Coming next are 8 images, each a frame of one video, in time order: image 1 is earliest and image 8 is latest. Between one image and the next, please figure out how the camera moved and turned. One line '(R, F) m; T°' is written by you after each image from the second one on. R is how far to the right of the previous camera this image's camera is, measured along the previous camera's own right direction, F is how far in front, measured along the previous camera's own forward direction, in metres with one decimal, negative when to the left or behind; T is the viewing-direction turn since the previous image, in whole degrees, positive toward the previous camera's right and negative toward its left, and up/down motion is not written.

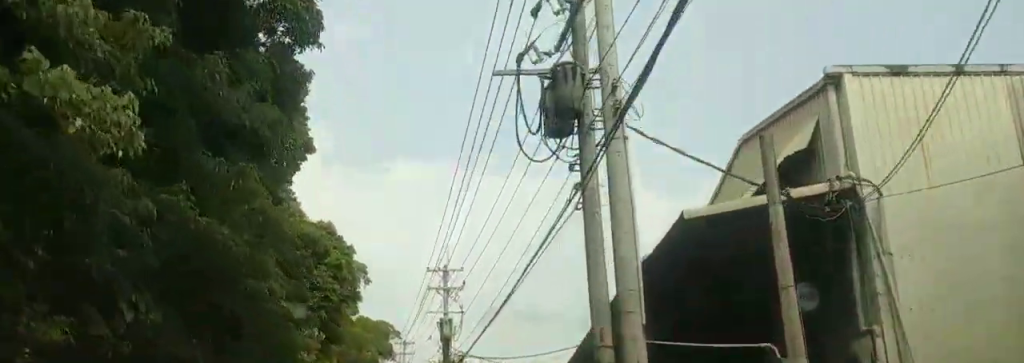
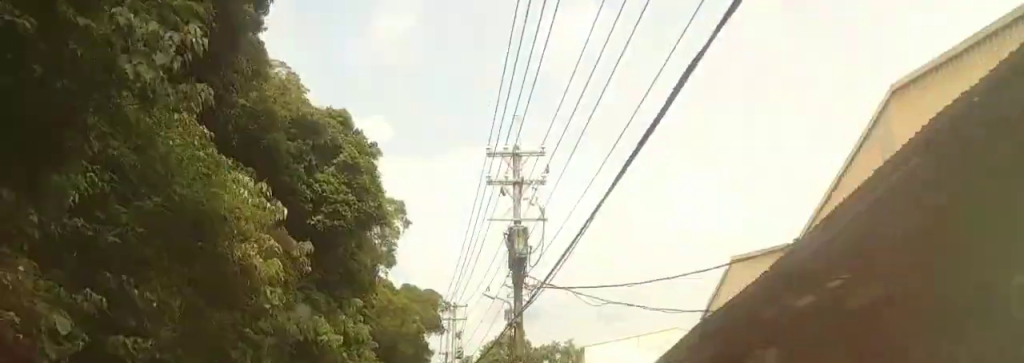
(-0.6, +14.3) m; -1°
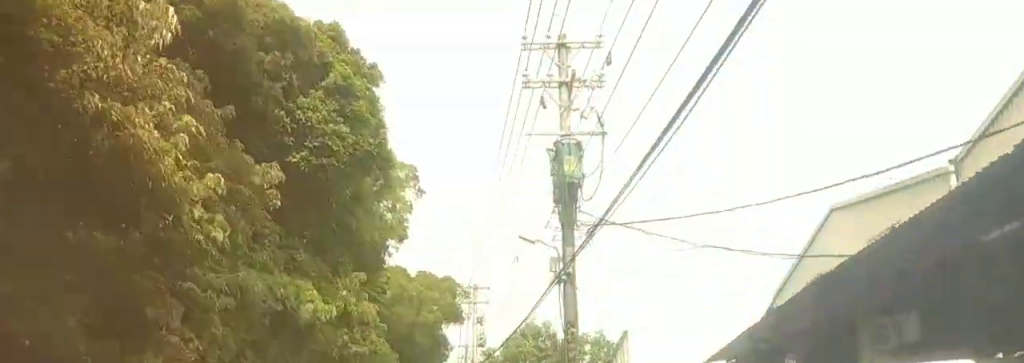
(+0.2, +6.8) m; +1°
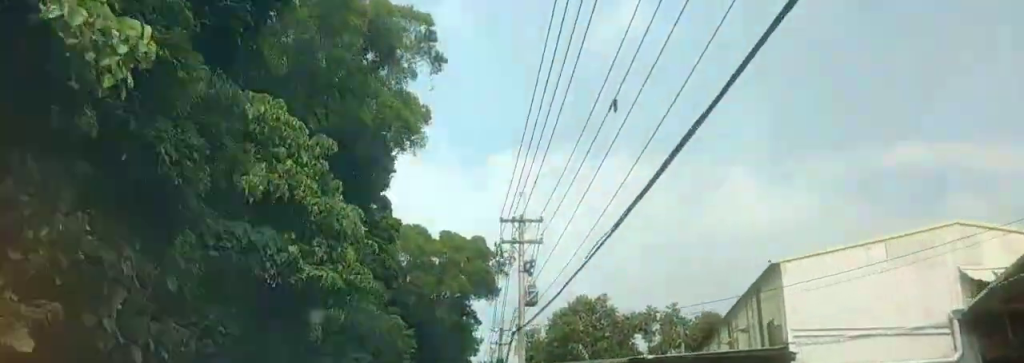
(+0.2, +15.0) m; +1°
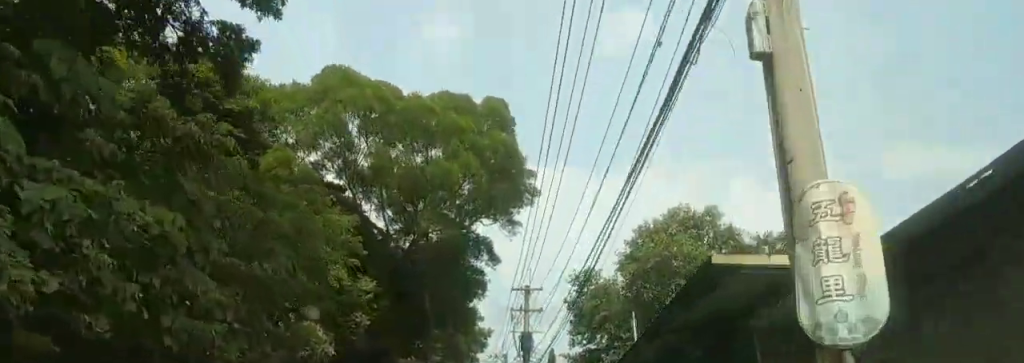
(-0.9, +24.6) m; -3°
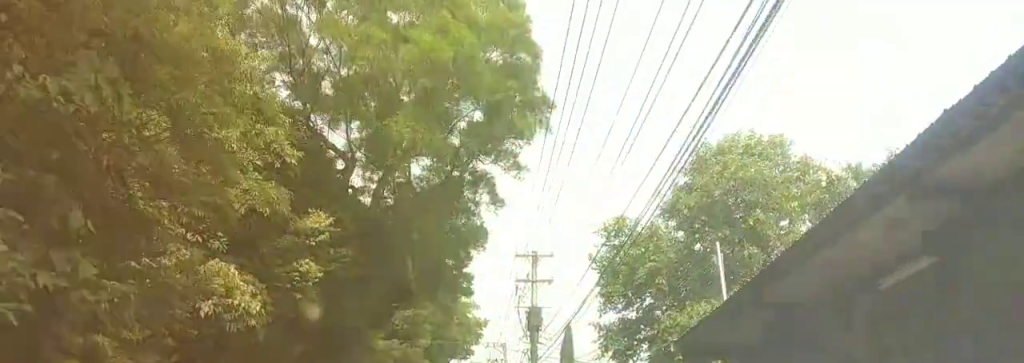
(+0.1, +7.9) m; +2°
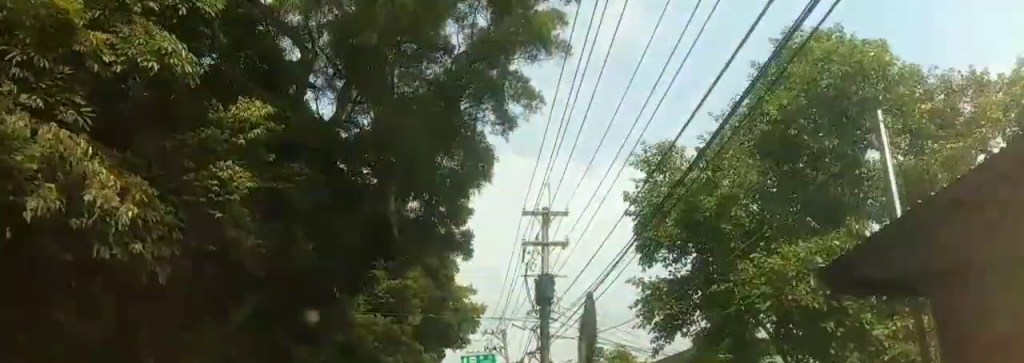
(+0.1, +5.9) m; +2°
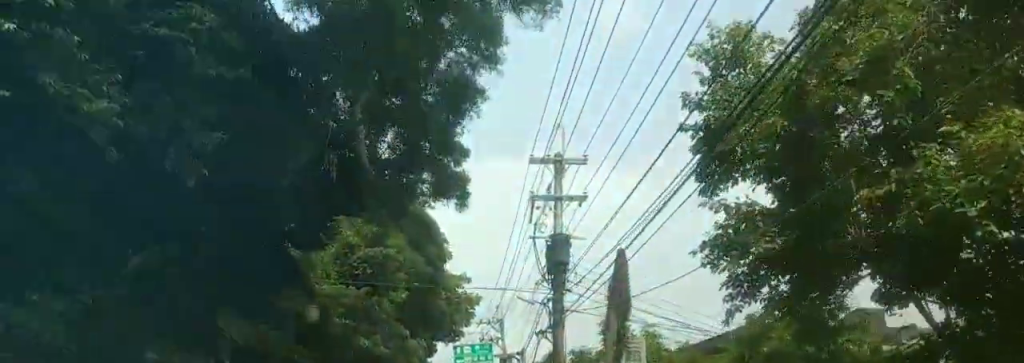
(+0.2, +5.5) m; 0°
